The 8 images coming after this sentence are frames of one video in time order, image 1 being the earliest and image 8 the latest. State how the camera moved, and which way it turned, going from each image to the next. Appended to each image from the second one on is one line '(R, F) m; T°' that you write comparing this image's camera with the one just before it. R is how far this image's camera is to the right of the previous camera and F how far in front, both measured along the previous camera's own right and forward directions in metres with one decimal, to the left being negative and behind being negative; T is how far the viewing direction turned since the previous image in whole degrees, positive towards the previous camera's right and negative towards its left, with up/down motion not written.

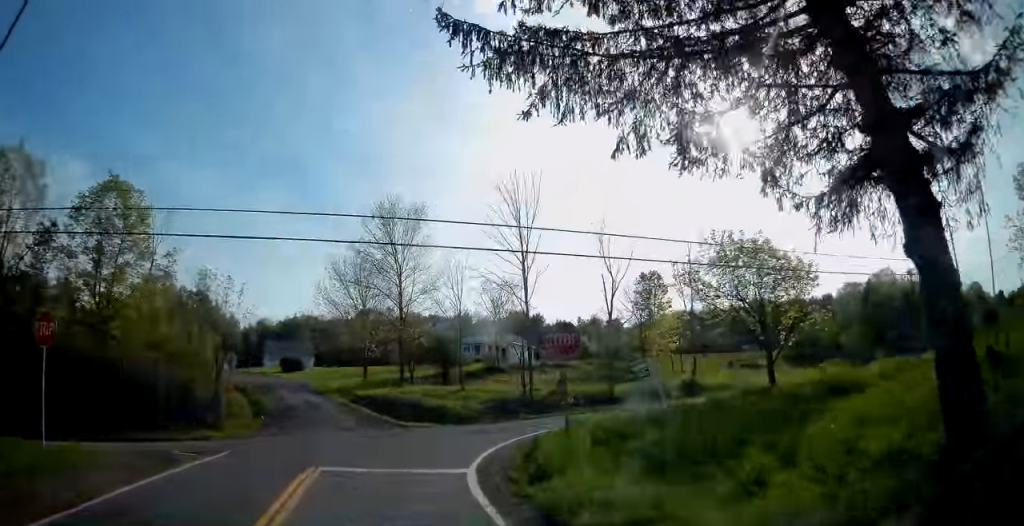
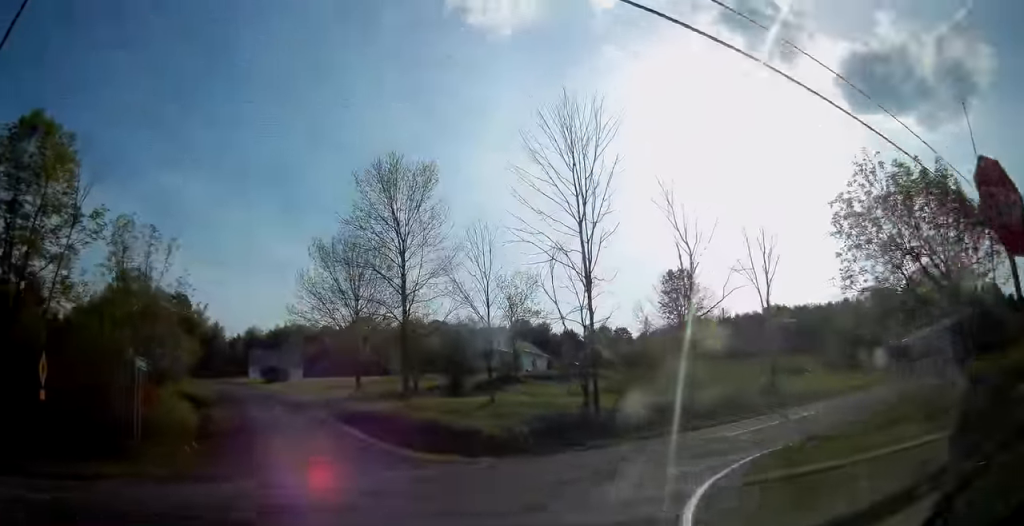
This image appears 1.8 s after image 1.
(+0.1, +14.0) m; +1°
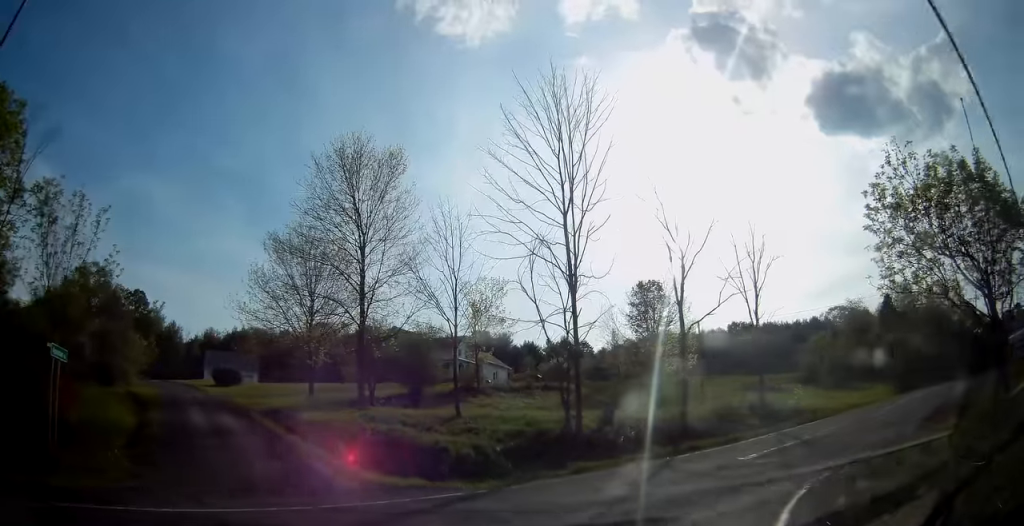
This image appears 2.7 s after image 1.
(0.0, +3.7) m; +8°
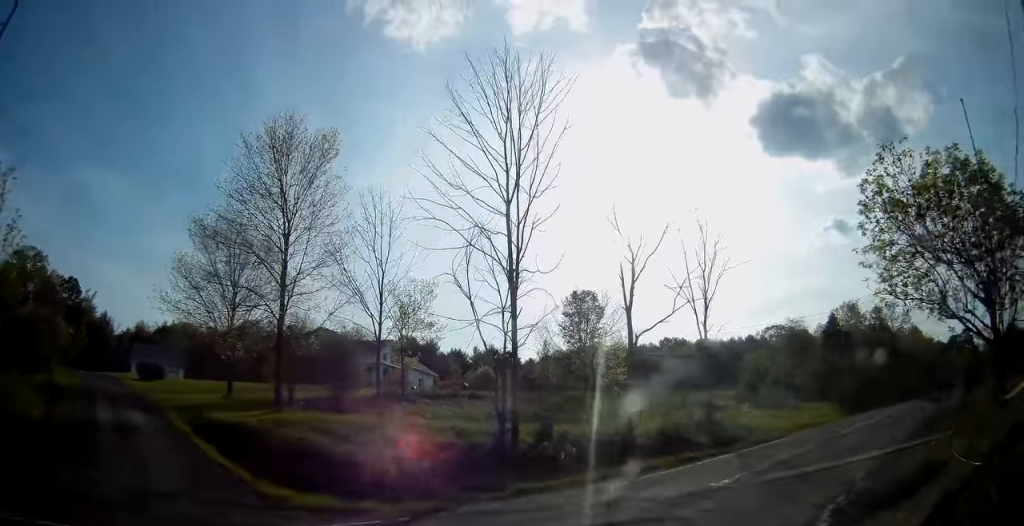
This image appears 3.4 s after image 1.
(+0.2, +1.9) m; +13°
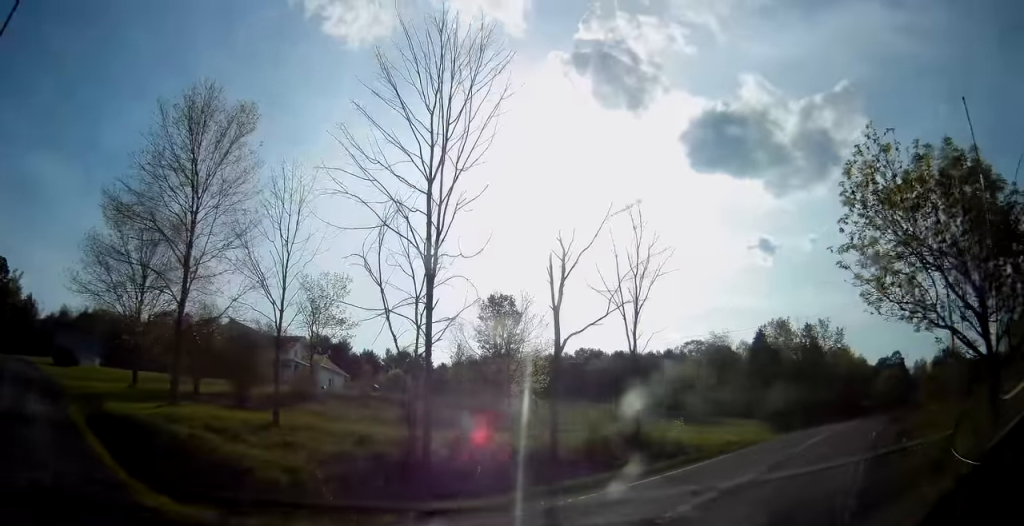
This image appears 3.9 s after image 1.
(+0.1, +1.2) m; +12°
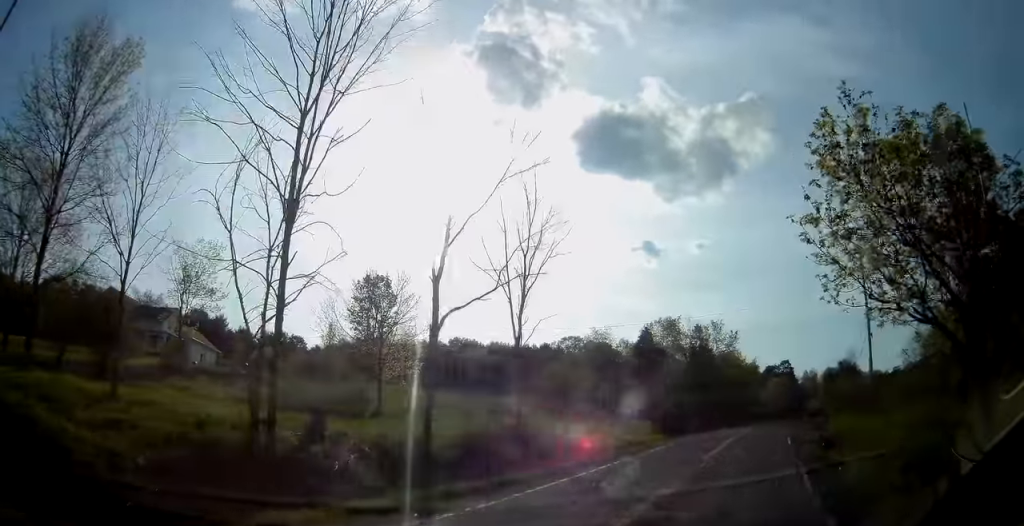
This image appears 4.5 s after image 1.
(+0.2, +1.7) m; +11°
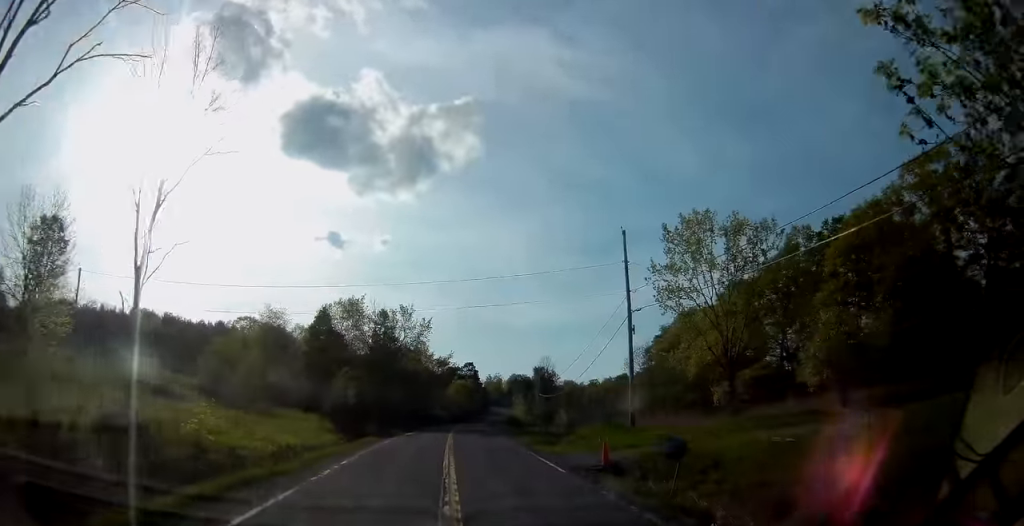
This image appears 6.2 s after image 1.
(+1.2, +8.1) m; +17°
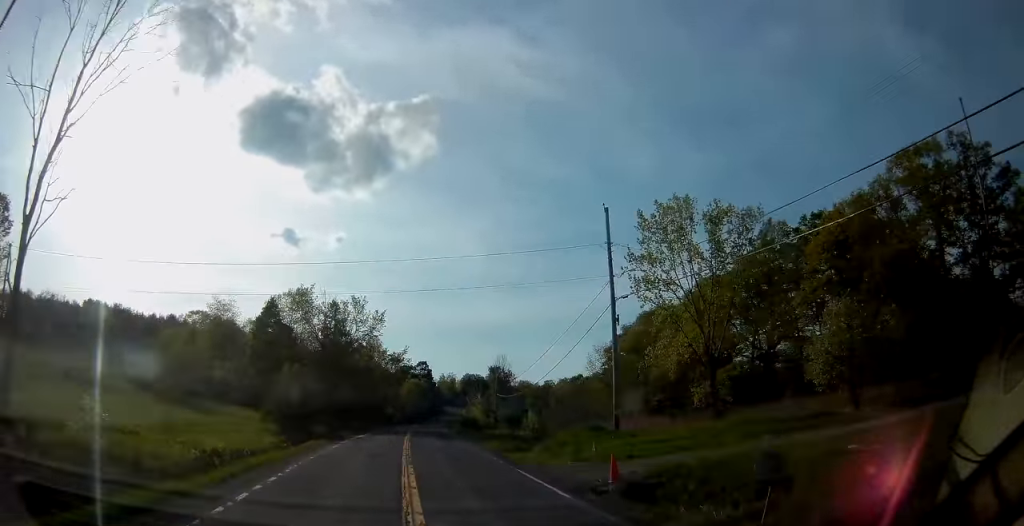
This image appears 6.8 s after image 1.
(+0.4, +4.2) m; +6°
